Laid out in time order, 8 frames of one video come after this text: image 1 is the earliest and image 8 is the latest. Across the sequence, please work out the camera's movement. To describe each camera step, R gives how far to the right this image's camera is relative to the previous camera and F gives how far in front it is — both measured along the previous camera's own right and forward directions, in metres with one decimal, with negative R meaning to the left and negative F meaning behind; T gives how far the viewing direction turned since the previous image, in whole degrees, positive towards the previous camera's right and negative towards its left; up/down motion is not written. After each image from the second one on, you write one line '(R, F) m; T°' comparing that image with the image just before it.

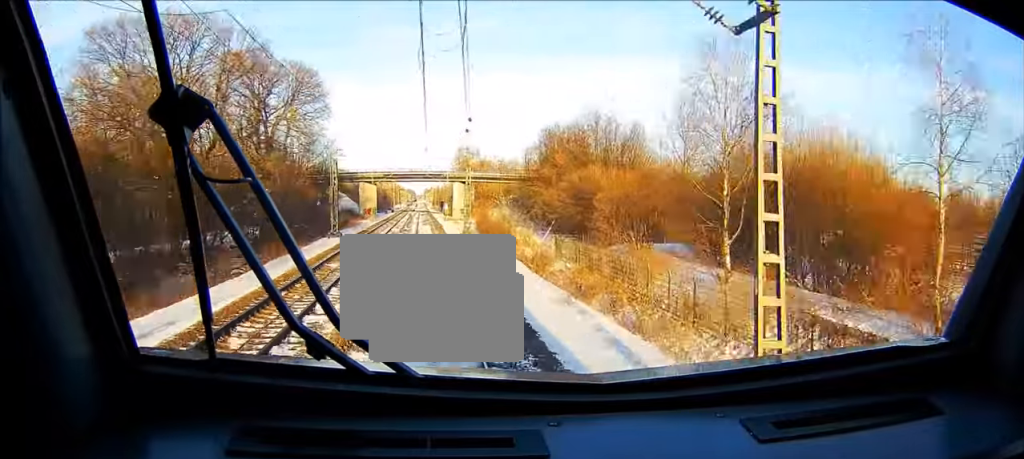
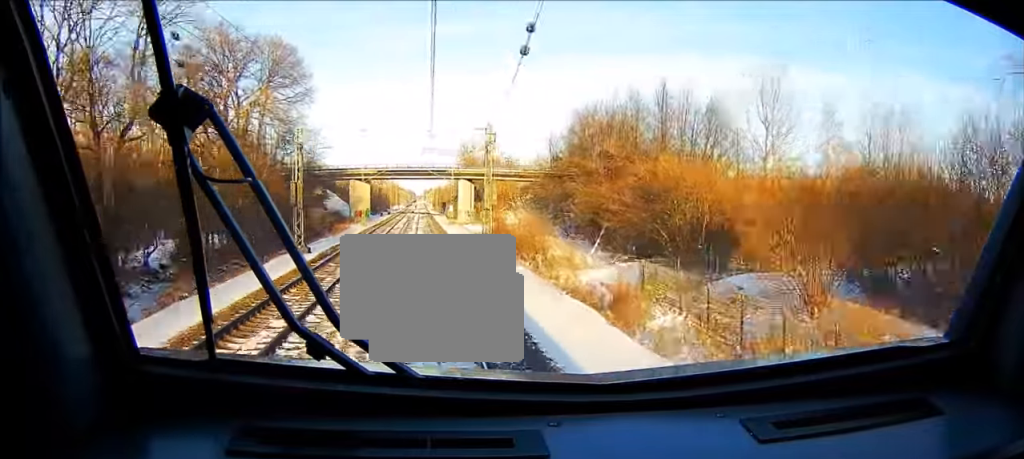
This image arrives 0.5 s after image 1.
(+0.1, +19.3) m; 0°
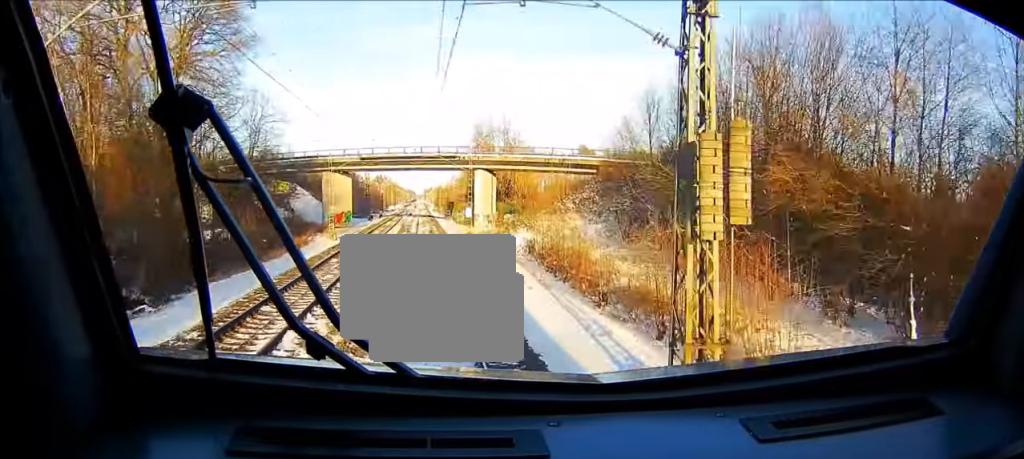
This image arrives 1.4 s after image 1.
(0.0, +33.6) m; 0°
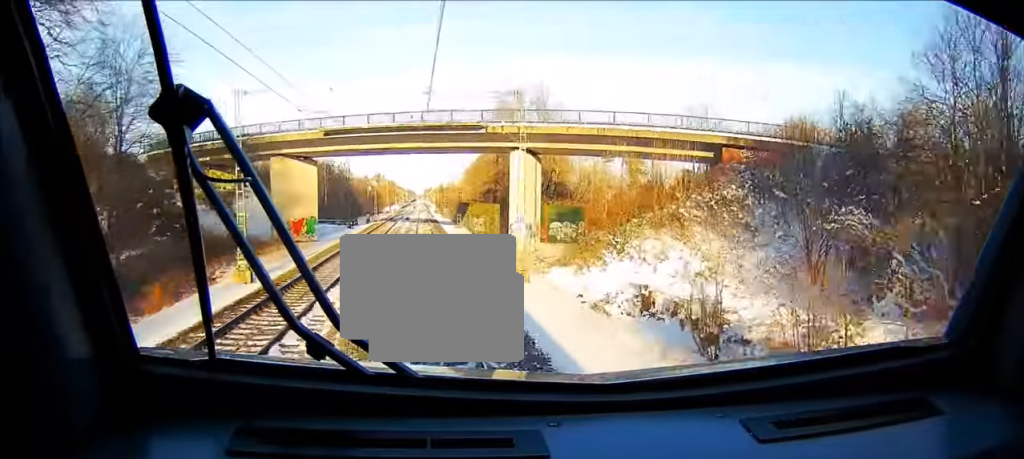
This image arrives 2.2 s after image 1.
(0.0, +31.0) m; 0°
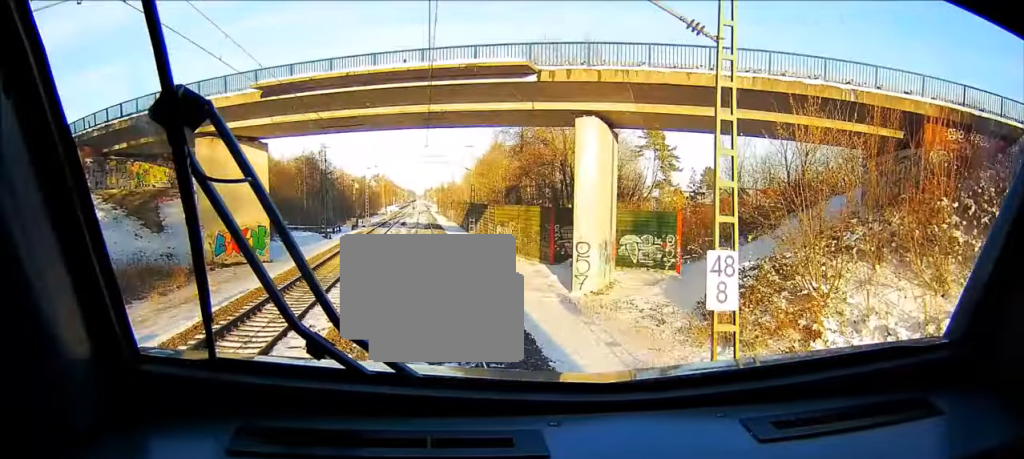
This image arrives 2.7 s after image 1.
(0.0, +19.3) m; 0°
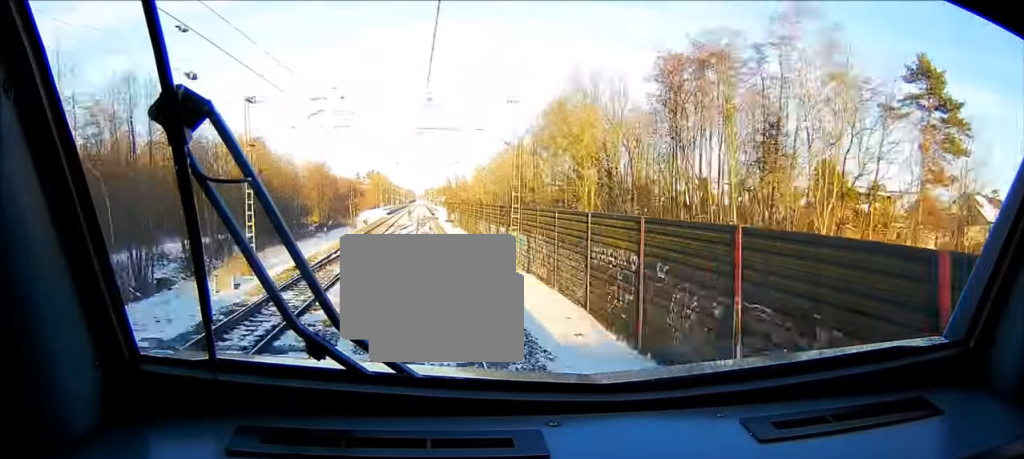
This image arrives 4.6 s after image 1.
(-0.3, +74.9) m; 0°
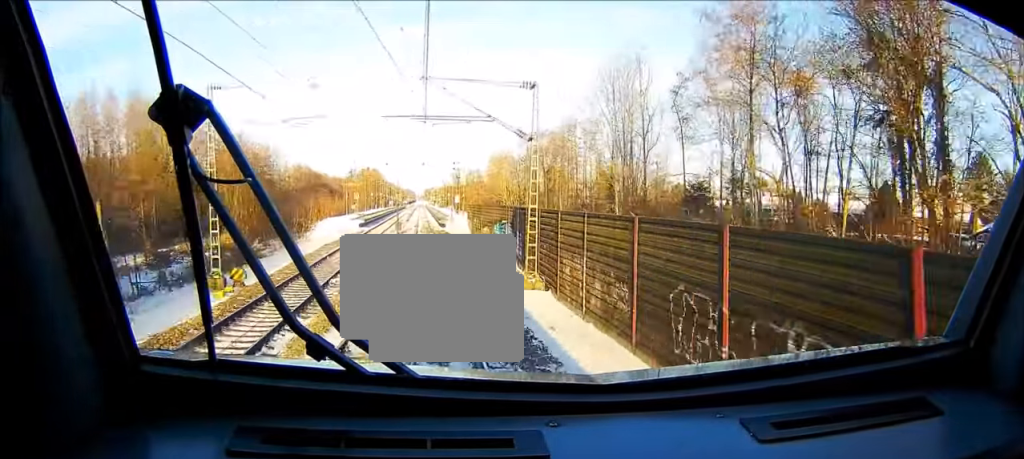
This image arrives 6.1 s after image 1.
(+0.2, +56.7) m; 0°
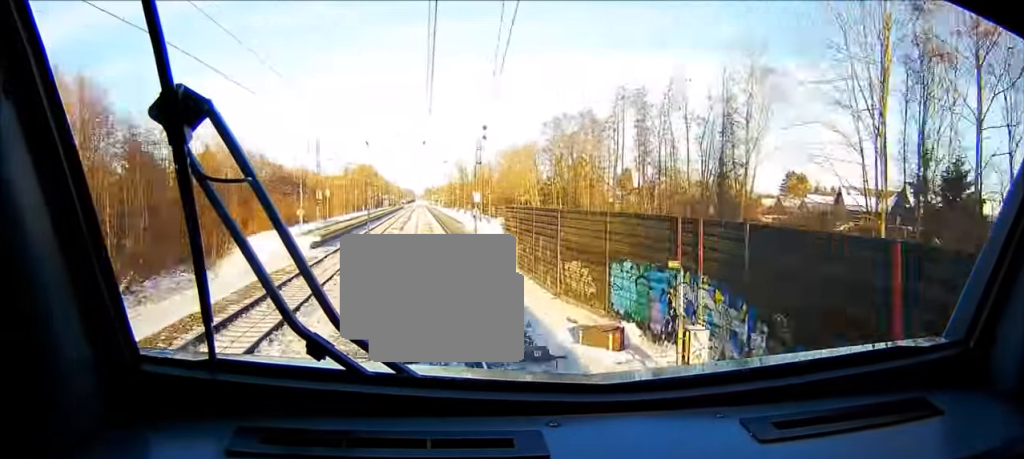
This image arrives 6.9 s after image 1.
(0.0, +33.5) m; 0°
